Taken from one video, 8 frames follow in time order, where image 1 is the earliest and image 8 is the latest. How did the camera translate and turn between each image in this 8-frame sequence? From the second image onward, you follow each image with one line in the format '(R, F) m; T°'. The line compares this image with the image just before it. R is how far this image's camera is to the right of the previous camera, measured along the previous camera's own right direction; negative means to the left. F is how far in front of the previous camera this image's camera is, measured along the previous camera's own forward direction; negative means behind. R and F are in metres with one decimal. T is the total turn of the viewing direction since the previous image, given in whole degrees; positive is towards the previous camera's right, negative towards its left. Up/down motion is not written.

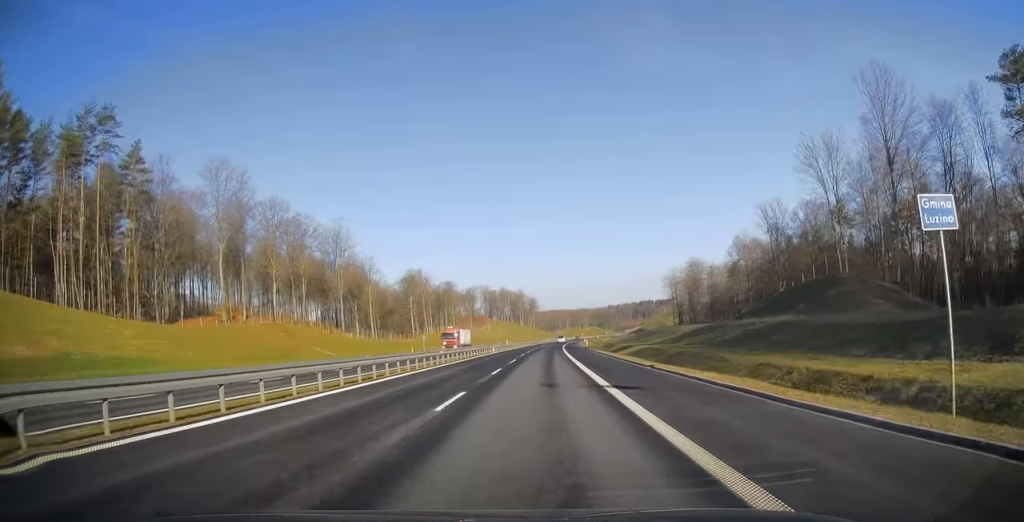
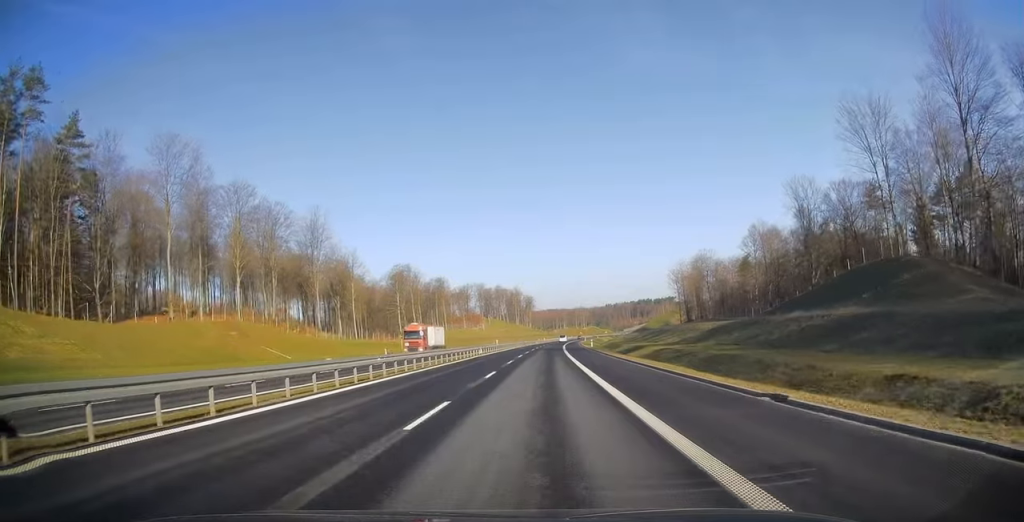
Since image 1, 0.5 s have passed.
(-0.1, +14.3) m; 0°
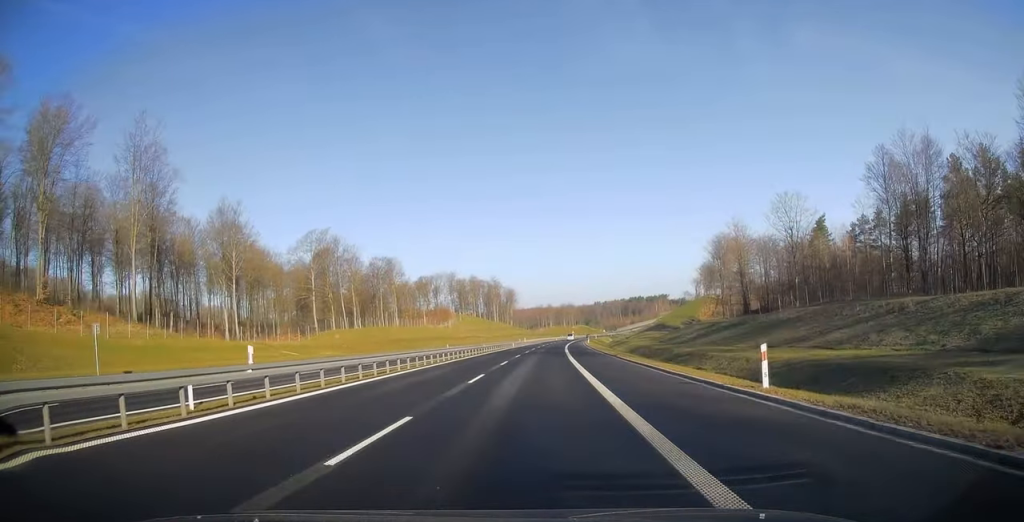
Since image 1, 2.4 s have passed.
(+1.0, +62.3) m; +1°
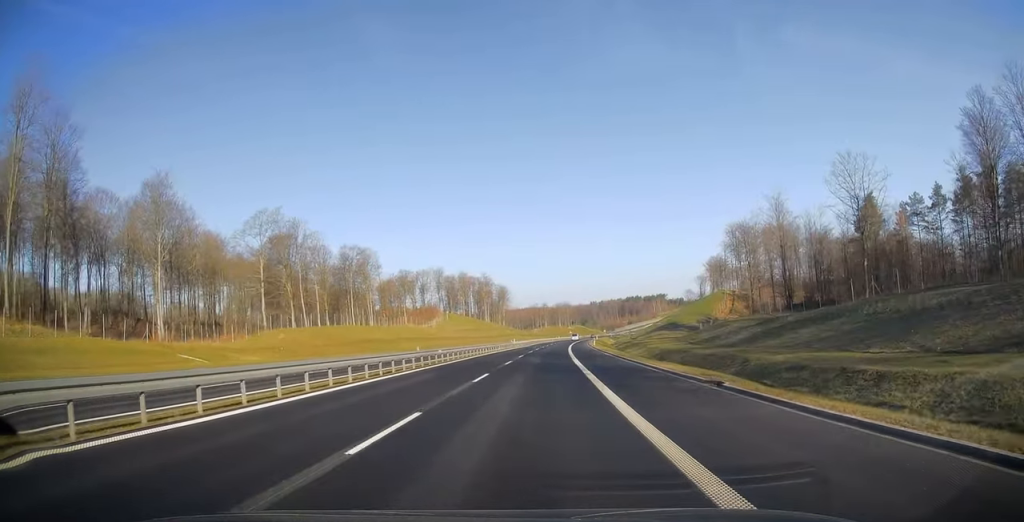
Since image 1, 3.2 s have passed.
(0.0, +23.2) m; +1°
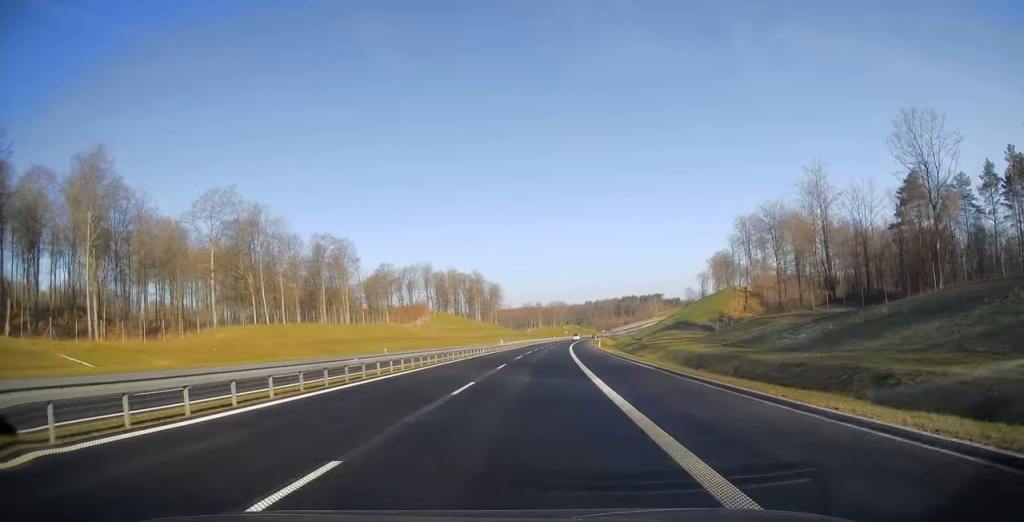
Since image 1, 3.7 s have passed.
(-0.1, +16.4) m; +1°
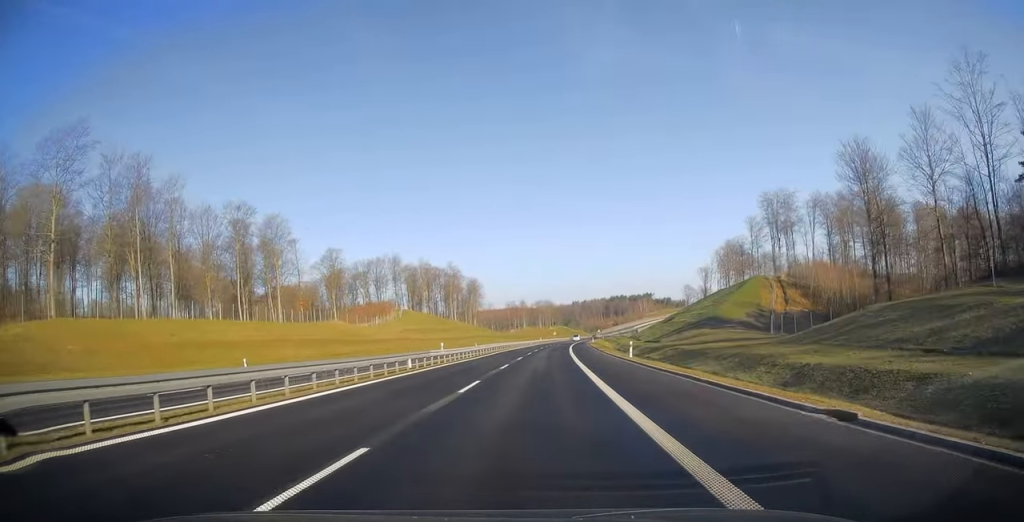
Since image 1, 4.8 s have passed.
(+0.5, +34.9) m; +1°
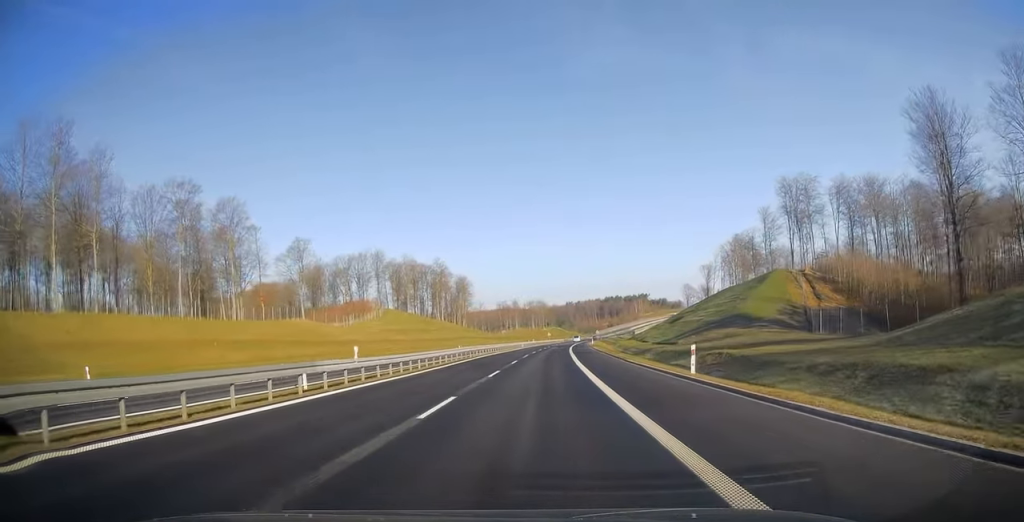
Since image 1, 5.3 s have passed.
(0.0, +16.9) m; +1°
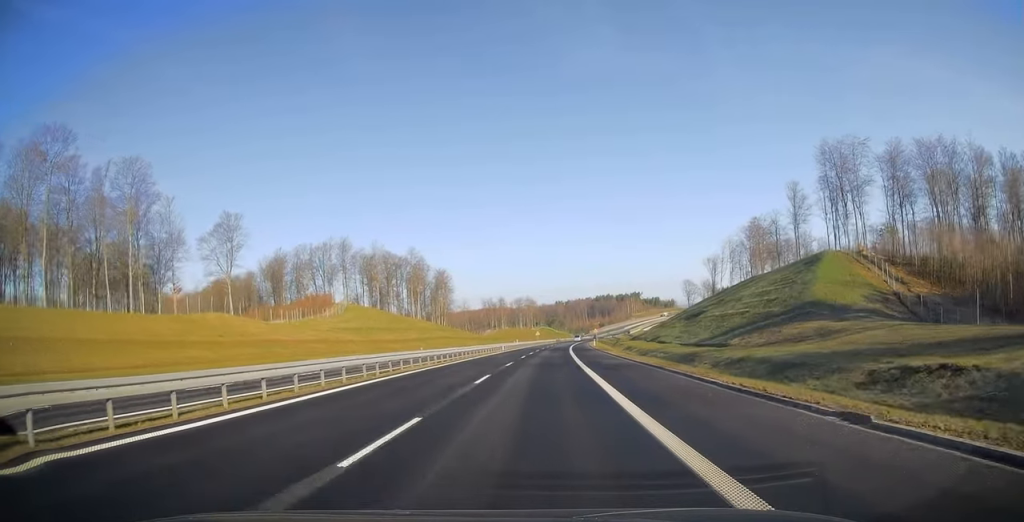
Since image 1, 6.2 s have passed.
(+0.3, +28.0) m; +1°
